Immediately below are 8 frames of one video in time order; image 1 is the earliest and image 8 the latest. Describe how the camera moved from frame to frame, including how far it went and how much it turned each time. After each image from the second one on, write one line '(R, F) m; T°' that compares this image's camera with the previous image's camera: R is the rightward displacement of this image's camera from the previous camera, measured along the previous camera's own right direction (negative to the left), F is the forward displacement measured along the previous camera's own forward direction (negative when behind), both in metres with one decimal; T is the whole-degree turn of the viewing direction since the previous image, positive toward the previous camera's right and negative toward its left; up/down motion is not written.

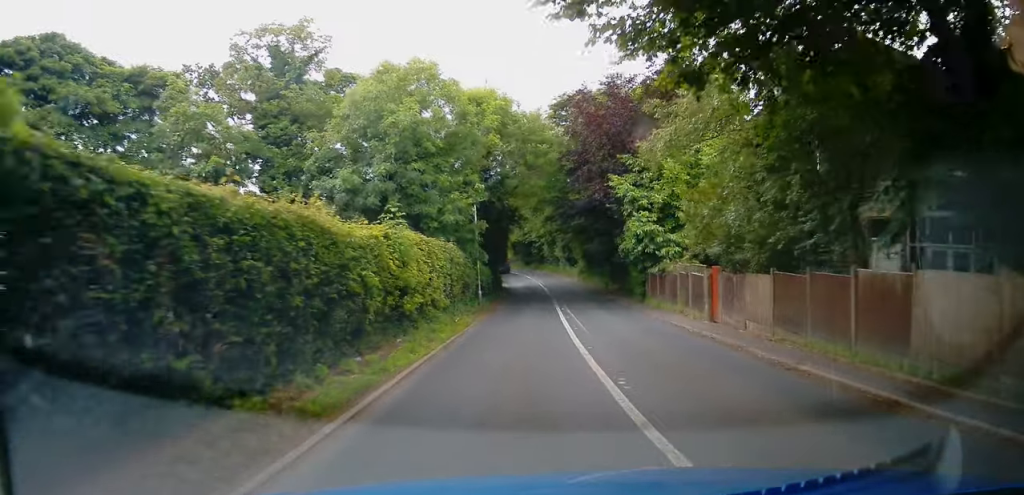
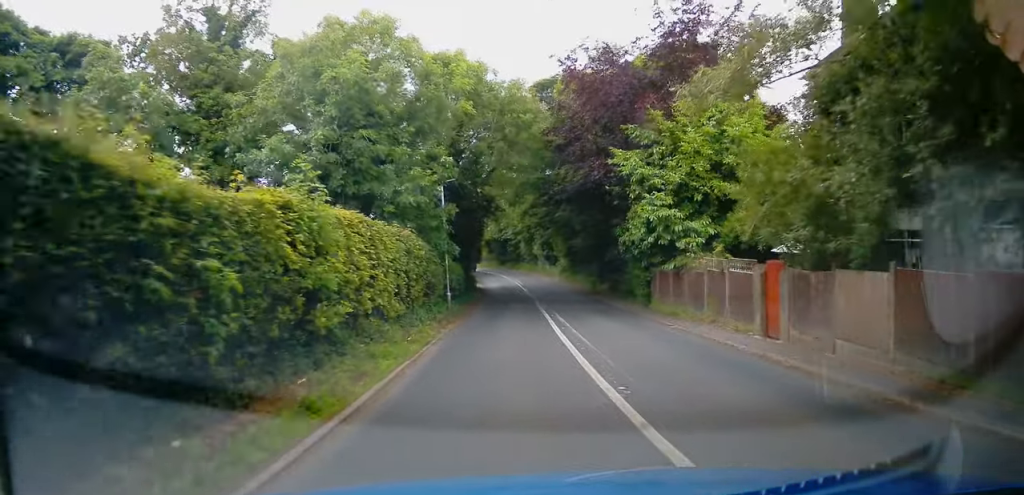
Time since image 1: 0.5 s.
(+0.2, +5.5) m; +2°
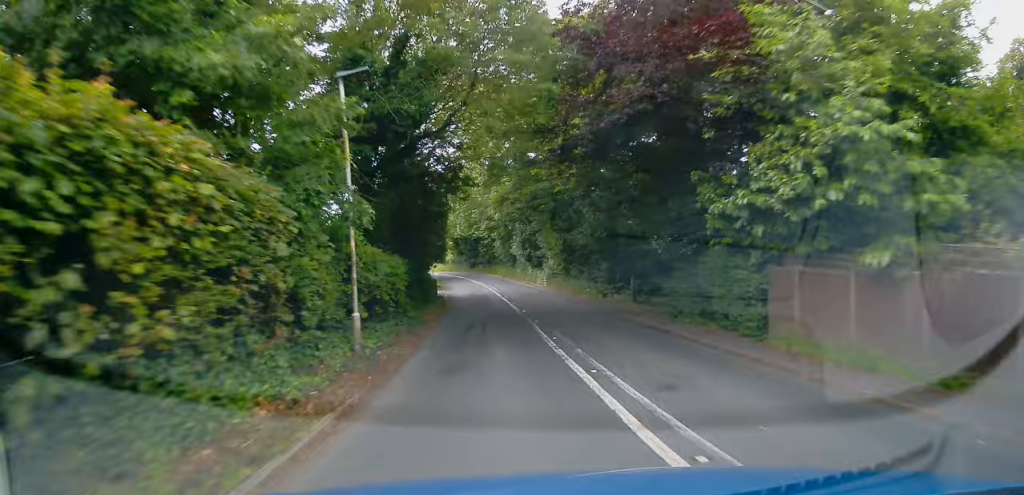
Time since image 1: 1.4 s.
(+0.4, +12.4) m; +3°
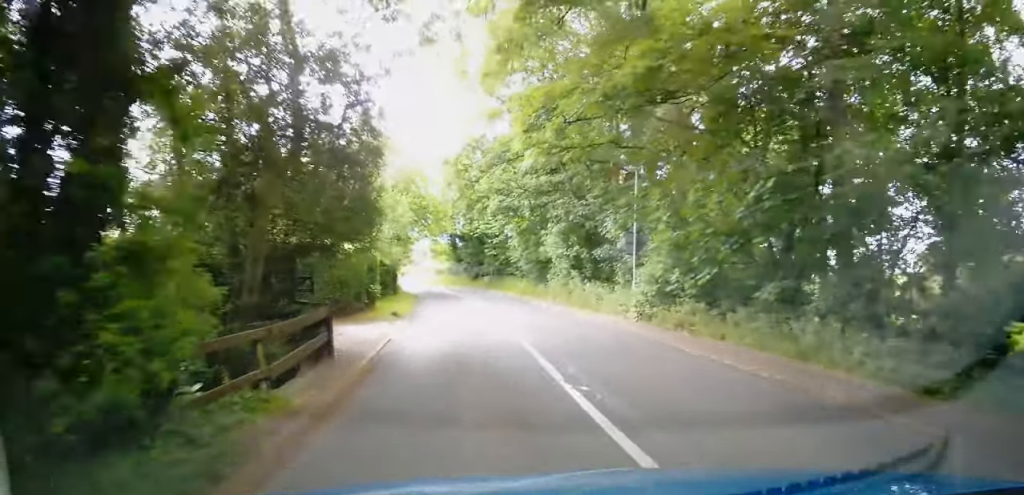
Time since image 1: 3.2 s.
(+0.1, +23.8) m; -1°
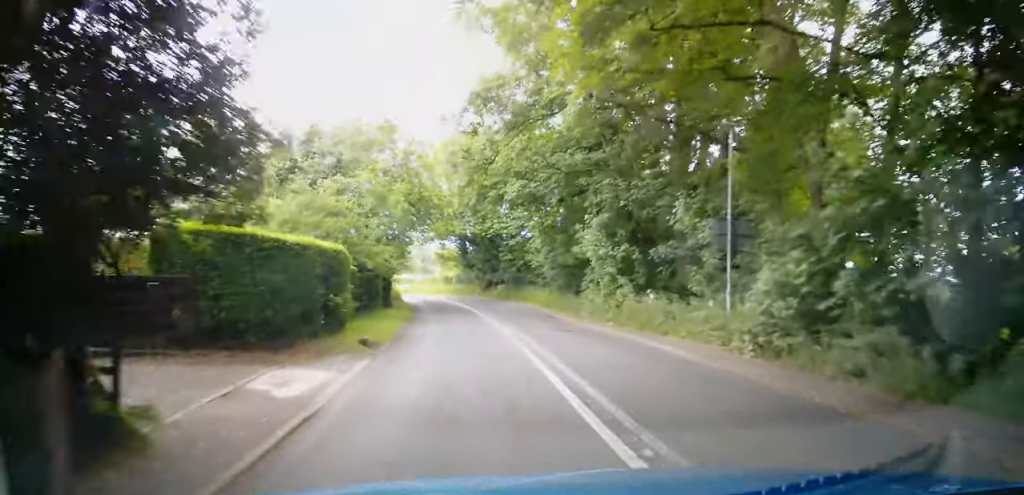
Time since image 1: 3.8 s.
(-0.2, +7.5) m; 0°
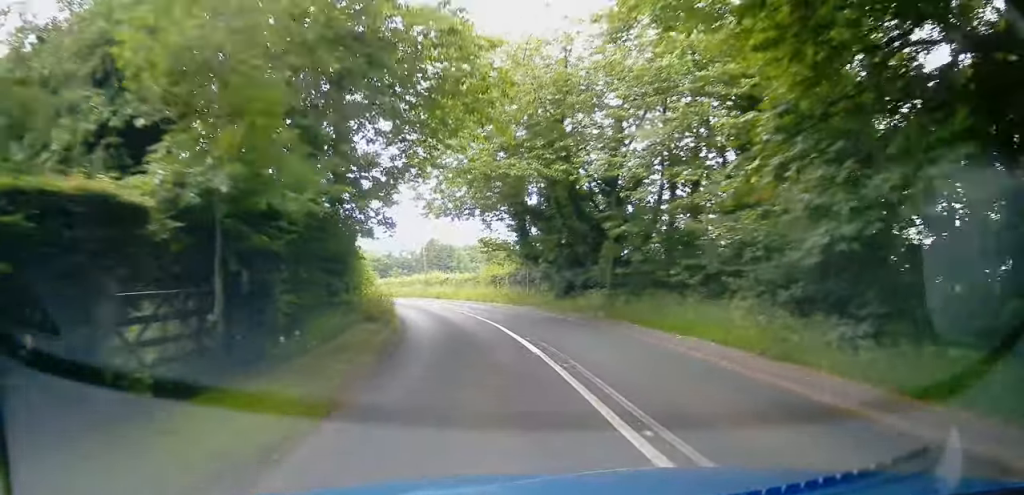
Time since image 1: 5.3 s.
(-0.1, +21.7) m; -4°
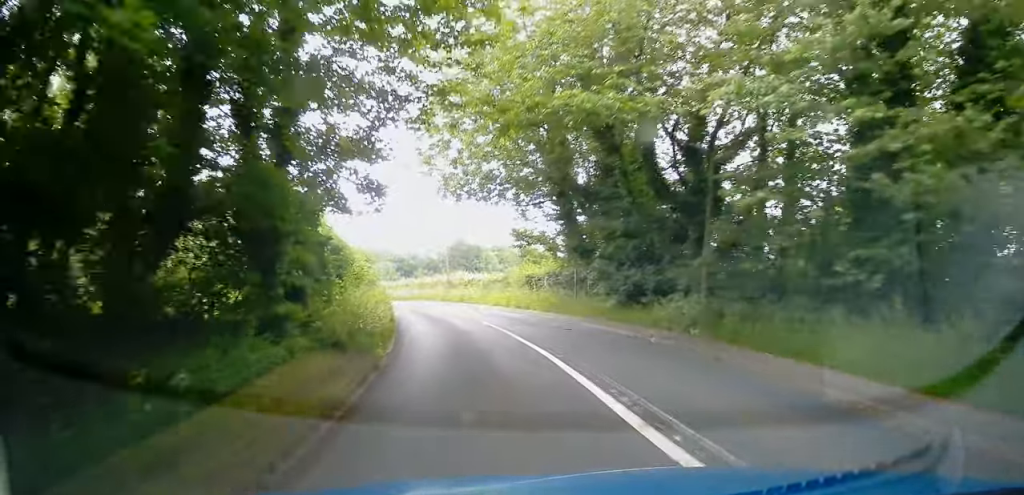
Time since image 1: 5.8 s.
(-0.1, +7.3) m; -2°
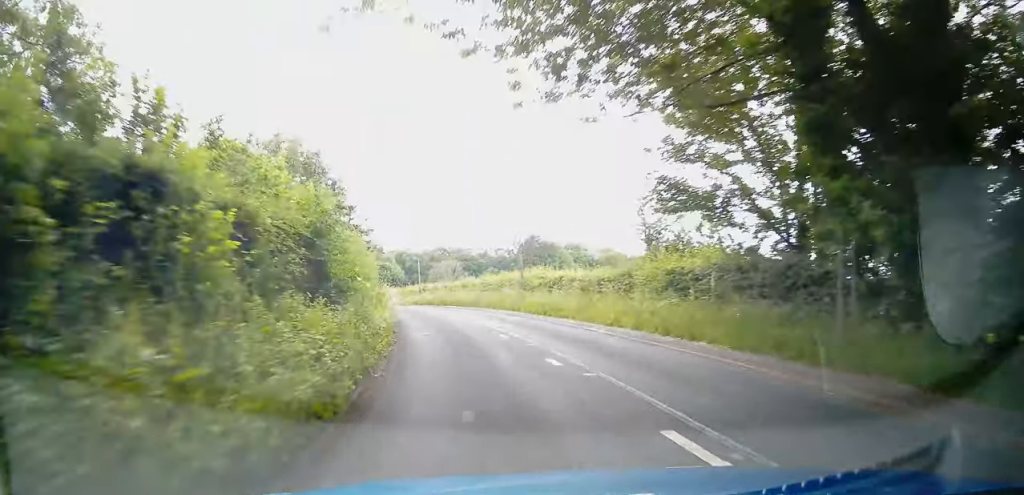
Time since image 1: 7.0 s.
(-0.6, +16.0) m; -5°
